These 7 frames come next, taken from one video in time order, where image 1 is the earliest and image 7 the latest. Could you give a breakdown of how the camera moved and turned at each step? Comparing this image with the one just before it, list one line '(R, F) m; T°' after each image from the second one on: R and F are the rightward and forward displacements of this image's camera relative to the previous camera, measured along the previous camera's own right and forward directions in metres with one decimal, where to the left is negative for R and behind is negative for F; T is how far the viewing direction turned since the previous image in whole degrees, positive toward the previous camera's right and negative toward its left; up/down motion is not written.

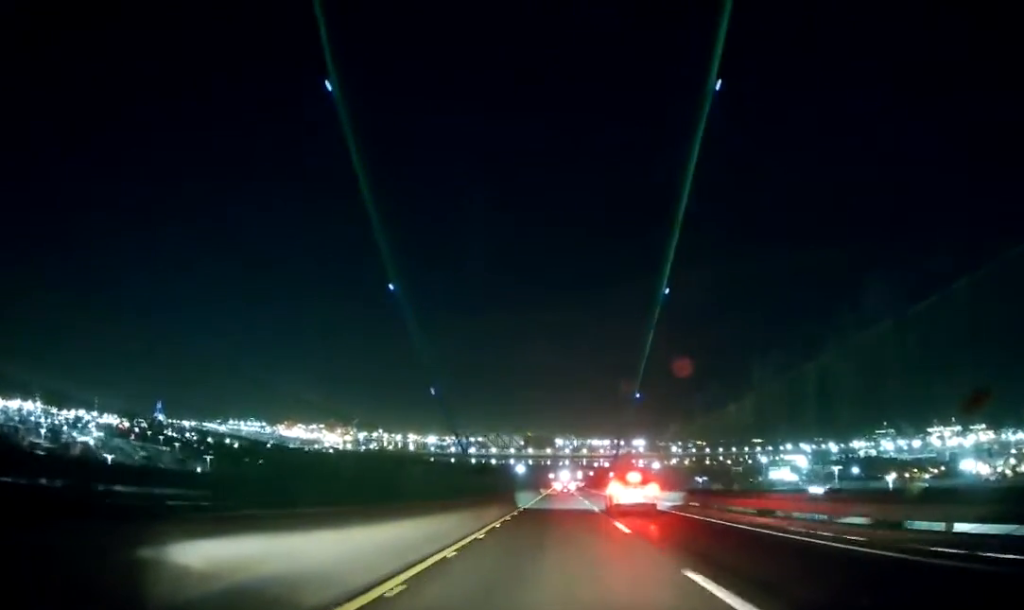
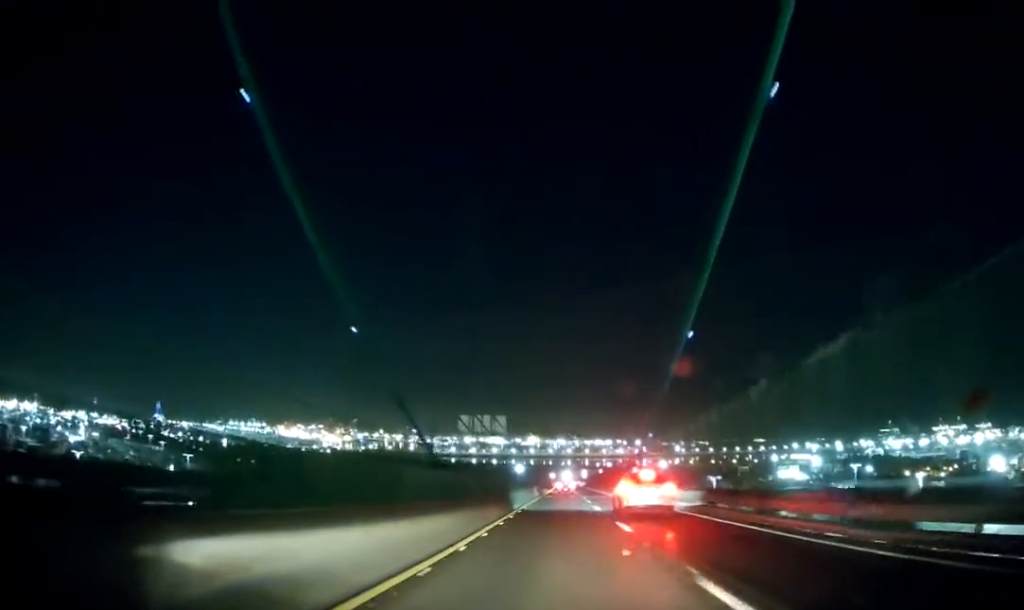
(+0.3, +28.7) m; +1°
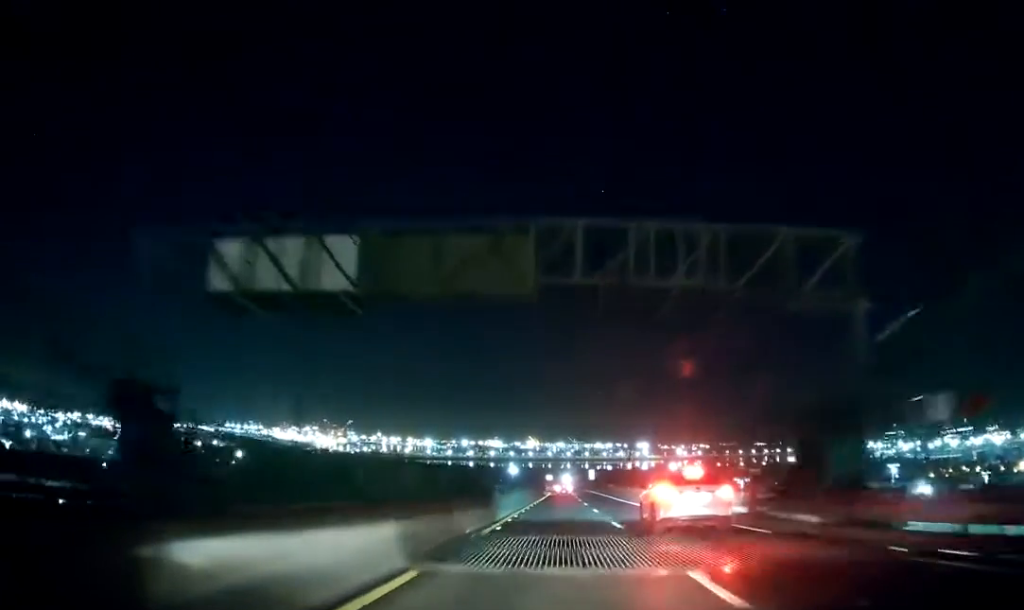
(-0.7, +54.5) m; -1°
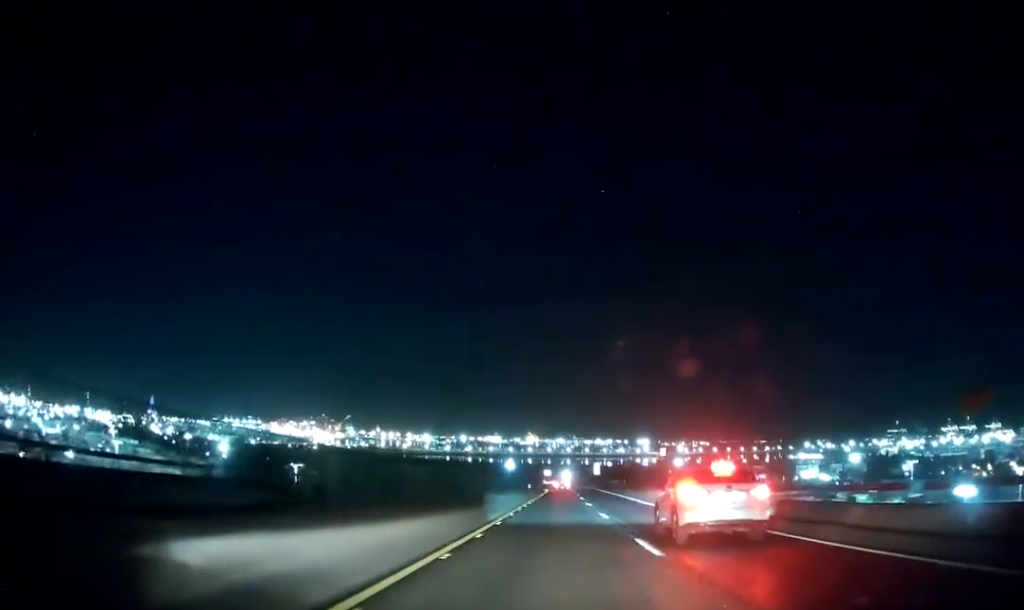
(+0.2, +23.8) m; +1°
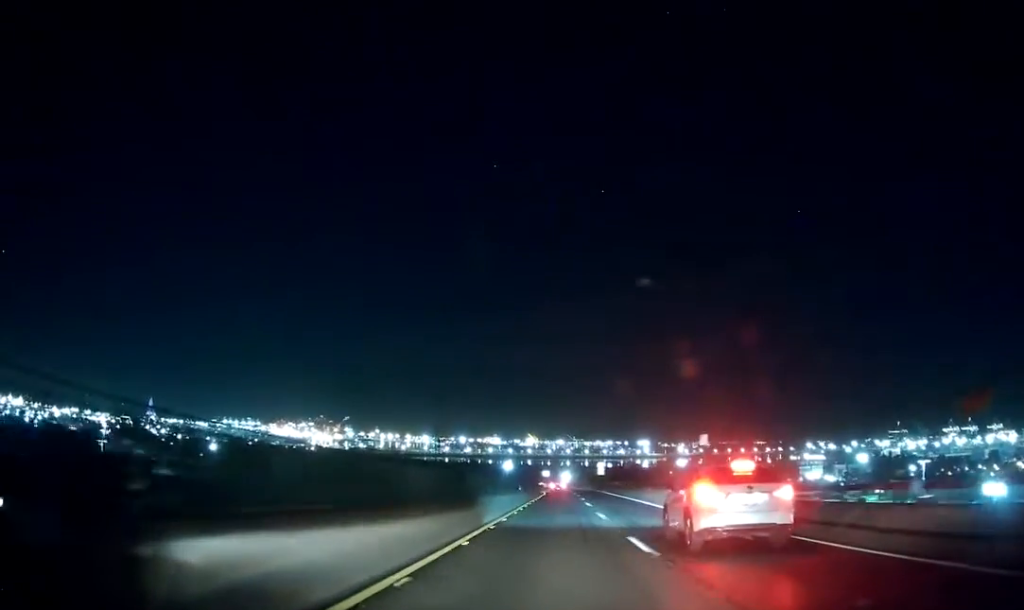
(0.0, +13.1) m; 0°
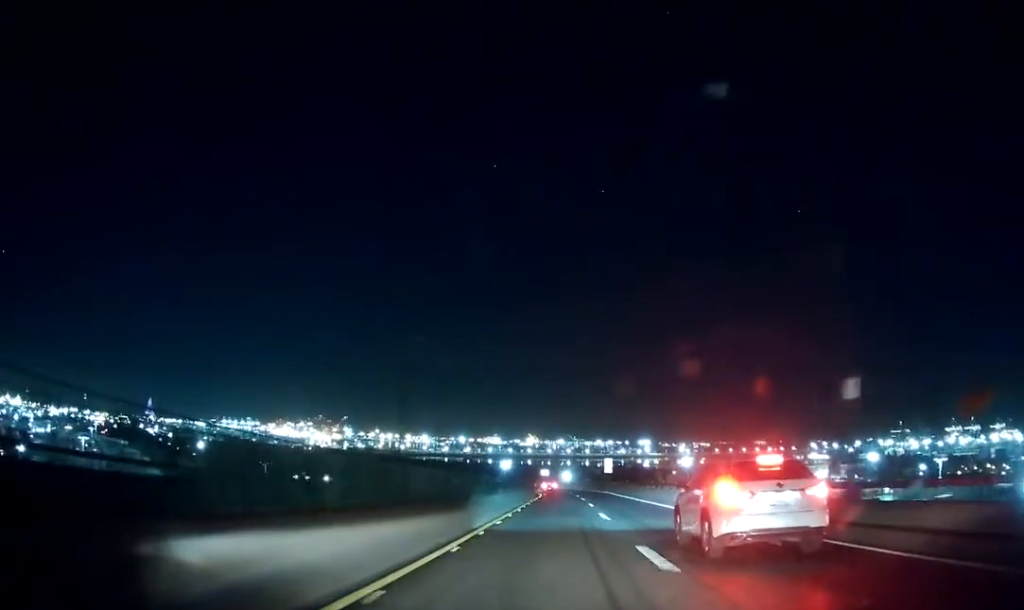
(+0.1, +17.8) m; 0°
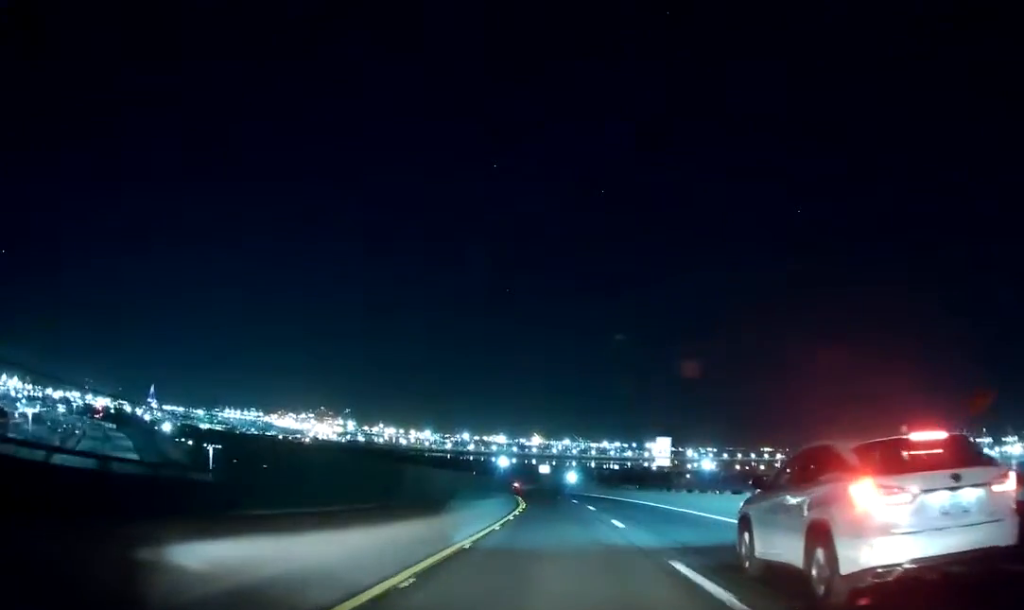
(0.0, +46.6) m; 0°
